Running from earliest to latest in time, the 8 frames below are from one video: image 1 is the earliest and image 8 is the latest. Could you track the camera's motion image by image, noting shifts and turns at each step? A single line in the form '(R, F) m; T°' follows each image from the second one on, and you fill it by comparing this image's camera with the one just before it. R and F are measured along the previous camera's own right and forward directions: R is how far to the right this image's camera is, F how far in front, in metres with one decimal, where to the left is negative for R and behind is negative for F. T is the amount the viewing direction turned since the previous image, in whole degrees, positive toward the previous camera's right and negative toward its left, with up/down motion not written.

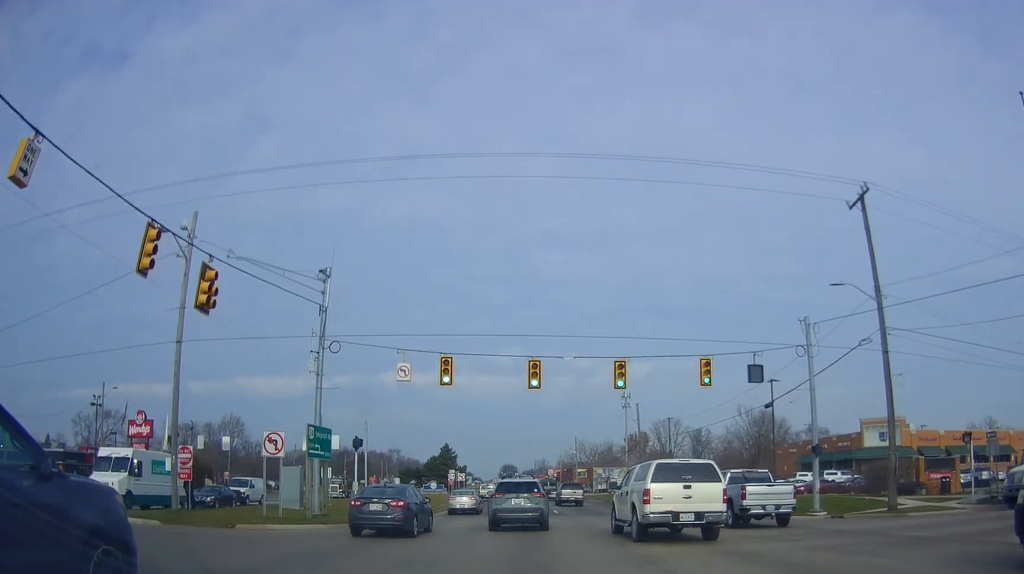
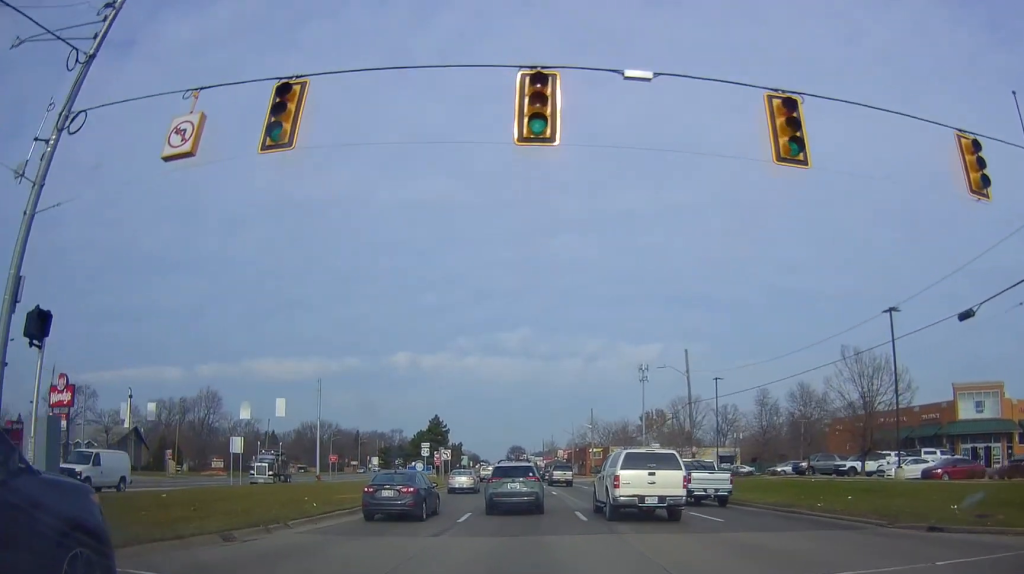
(0.0, +19.8) m; -2°
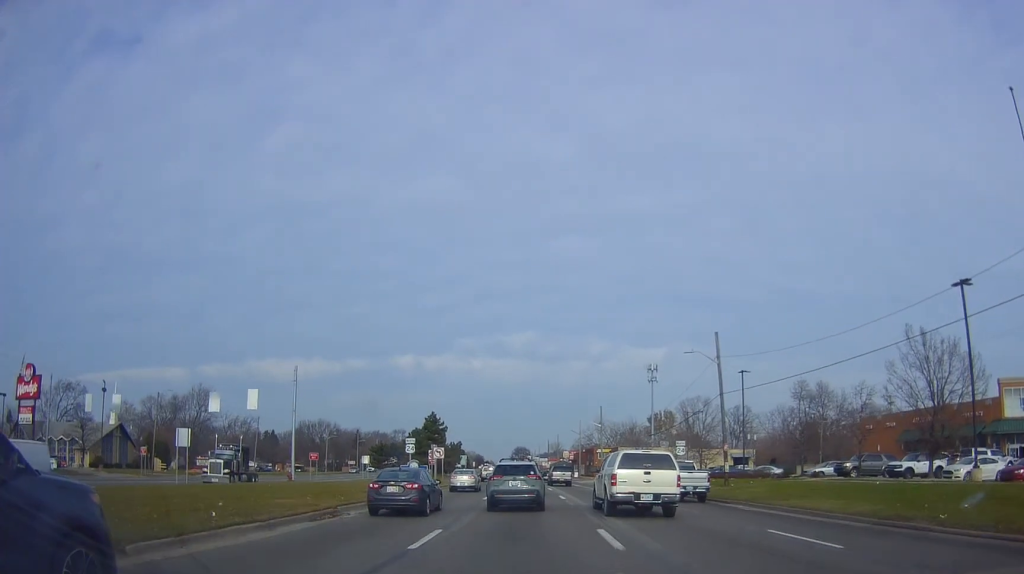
(-0.4, +7.1) m; 0°
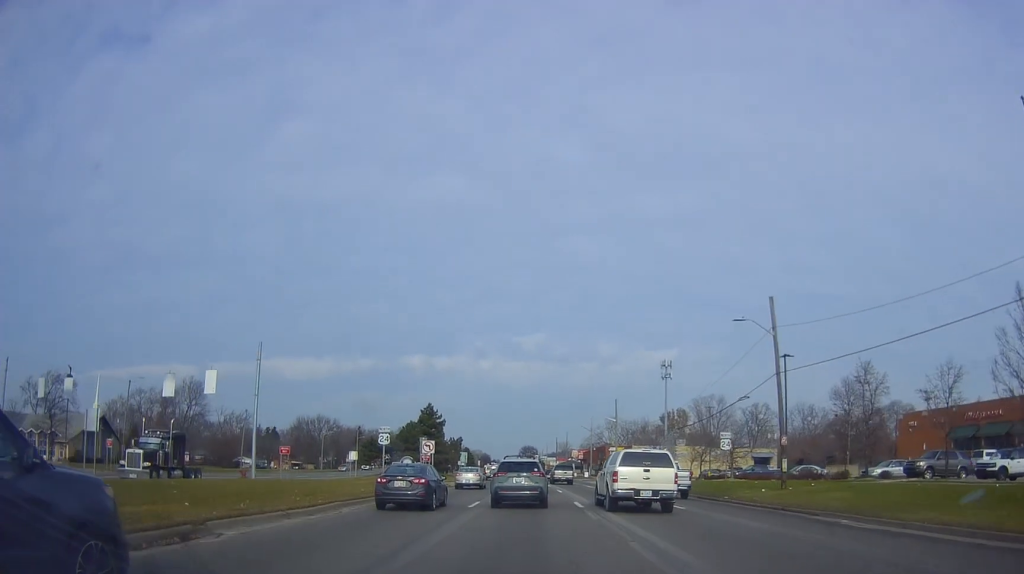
(+0.4, +8.8) m; 0°
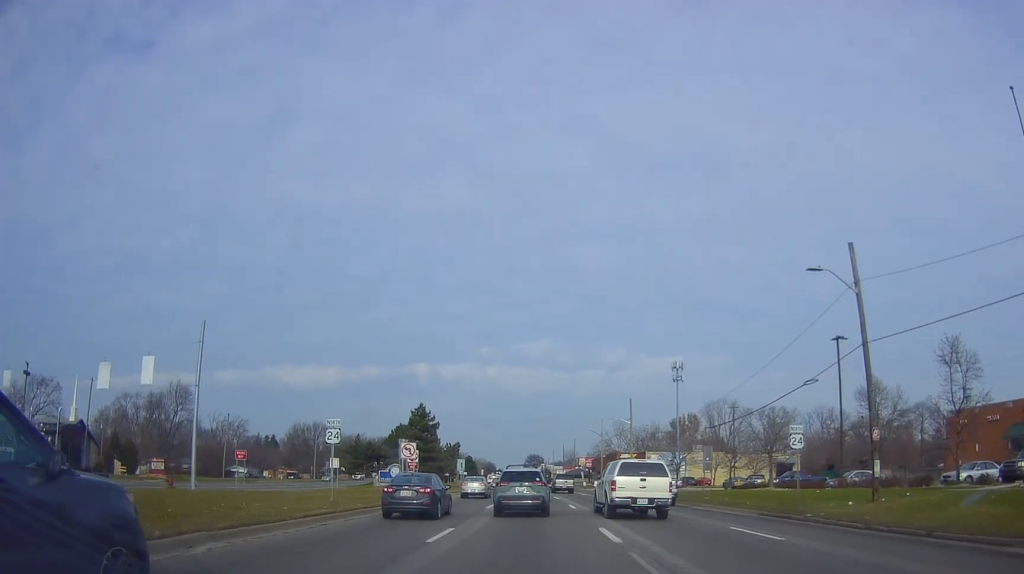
(+0.2, +9.0) m; -1°
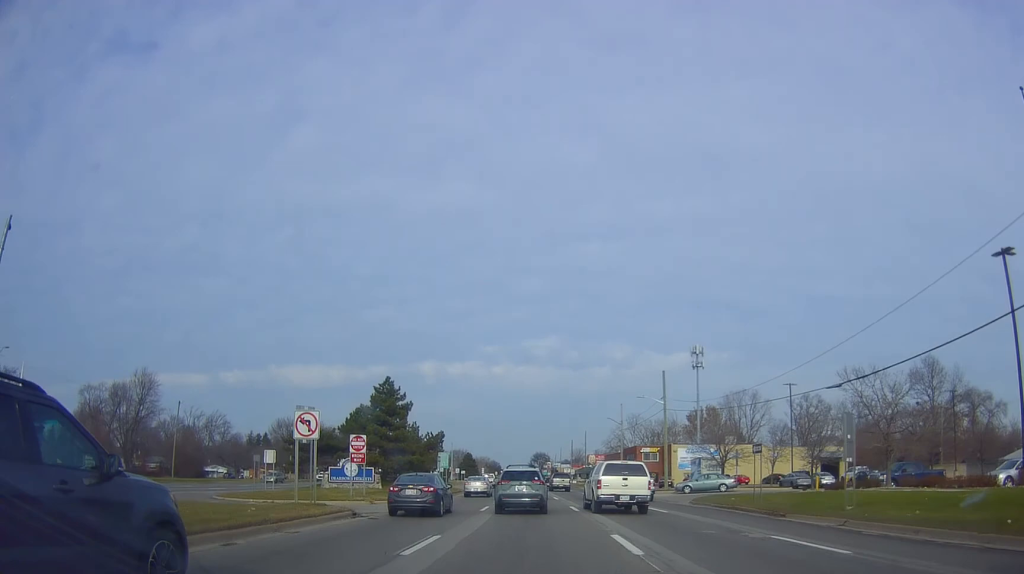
(-0.8, +18.2) m; -3°
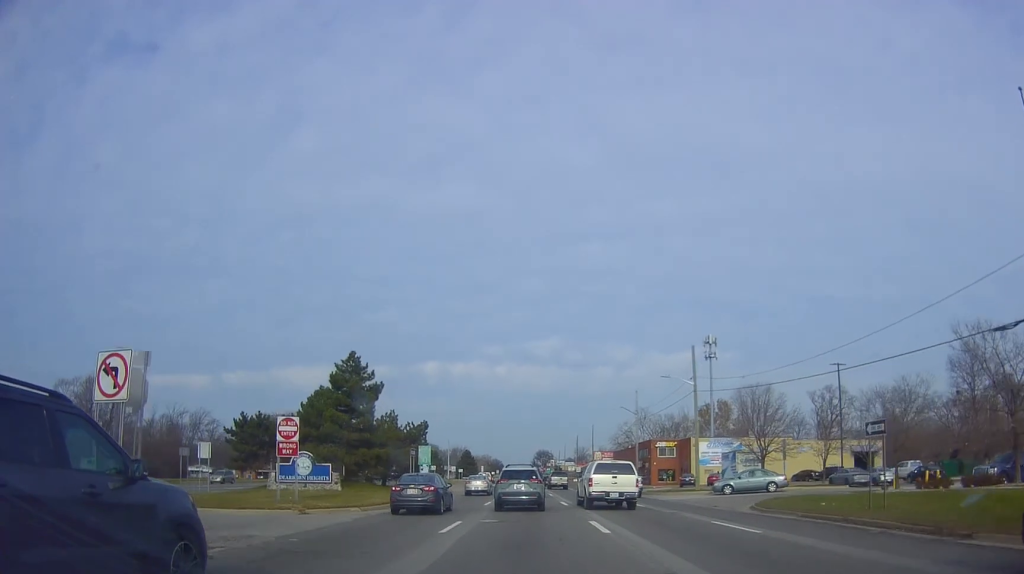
(0.0, +11.1) m; 0°
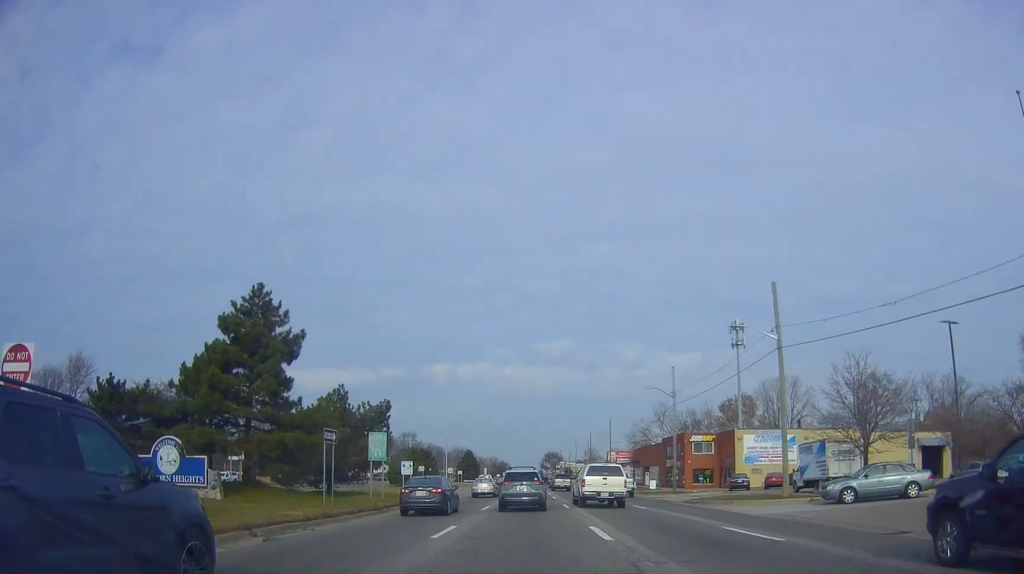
(0.0, +16.7) m; -1°
